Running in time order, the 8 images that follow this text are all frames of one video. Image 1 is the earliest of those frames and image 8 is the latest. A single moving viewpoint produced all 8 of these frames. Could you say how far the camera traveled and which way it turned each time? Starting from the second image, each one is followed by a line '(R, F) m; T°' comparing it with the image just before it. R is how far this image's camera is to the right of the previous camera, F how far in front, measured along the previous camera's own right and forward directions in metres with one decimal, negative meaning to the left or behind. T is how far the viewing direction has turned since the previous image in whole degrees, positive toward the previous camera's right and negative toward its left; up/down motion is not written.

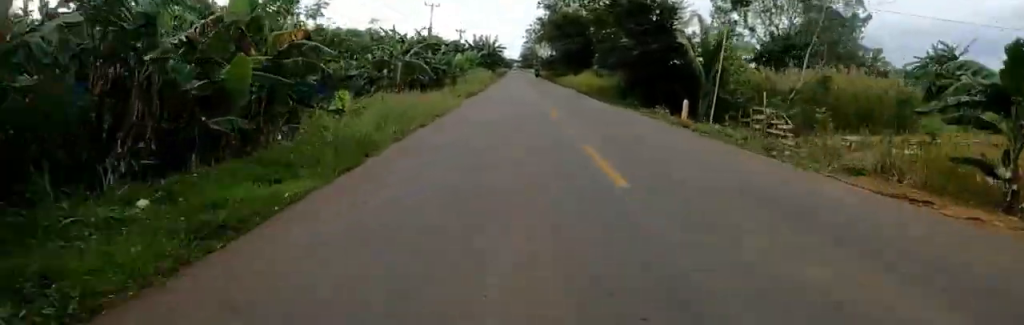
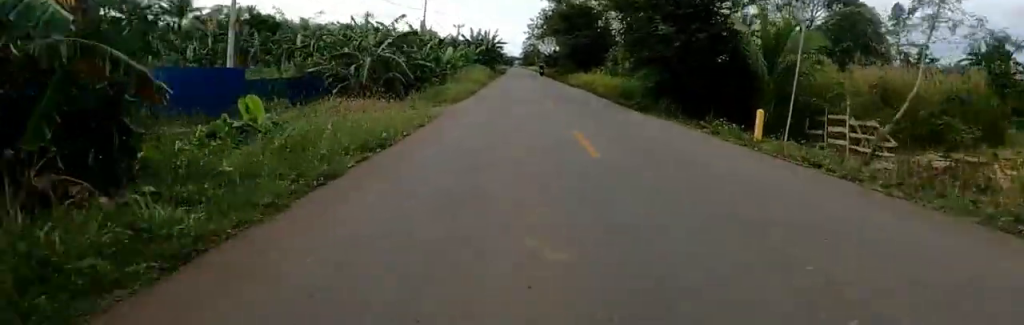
(-0.1, +6.4) m; -1°
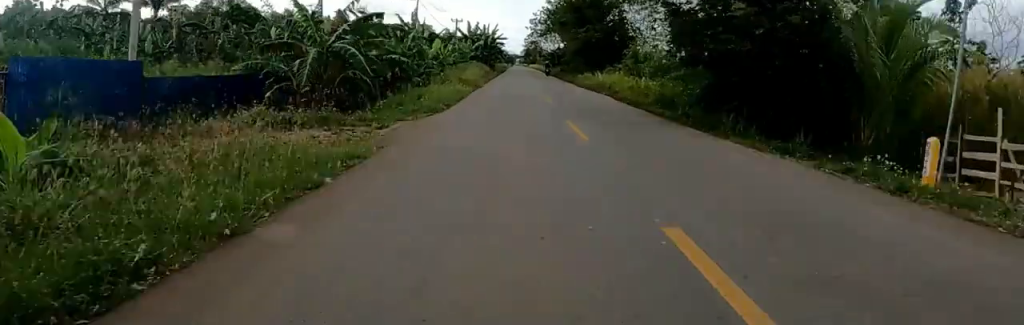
(0.0, +5.5) m; 0°
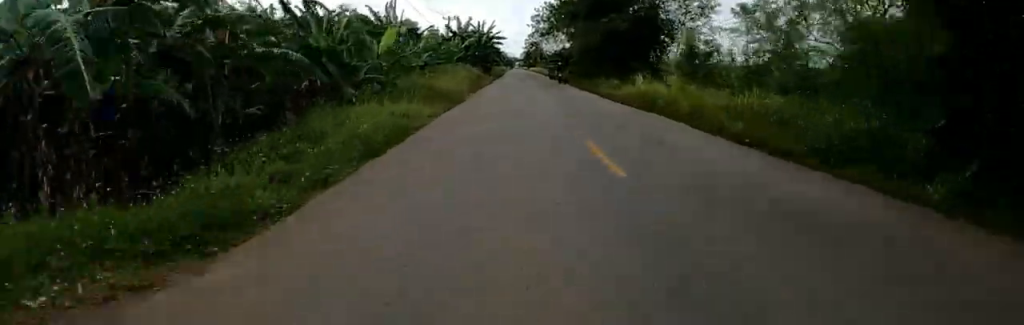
(0.0, +11.0) m; +1°
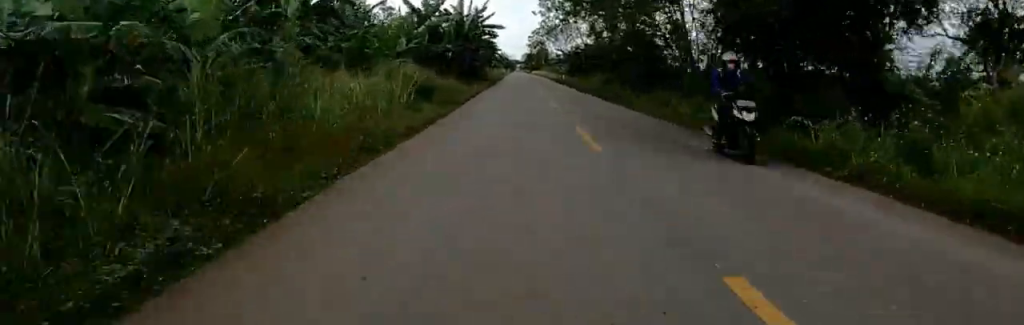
(+0.2, +22.1) m; 0°
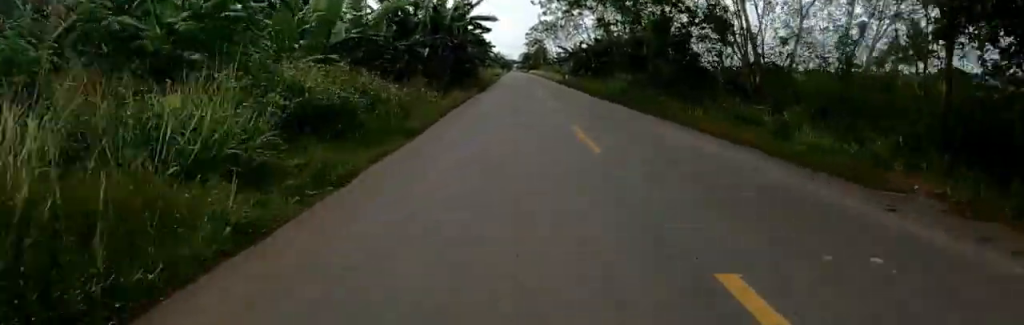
(-0.1, +8.3) m; 0°
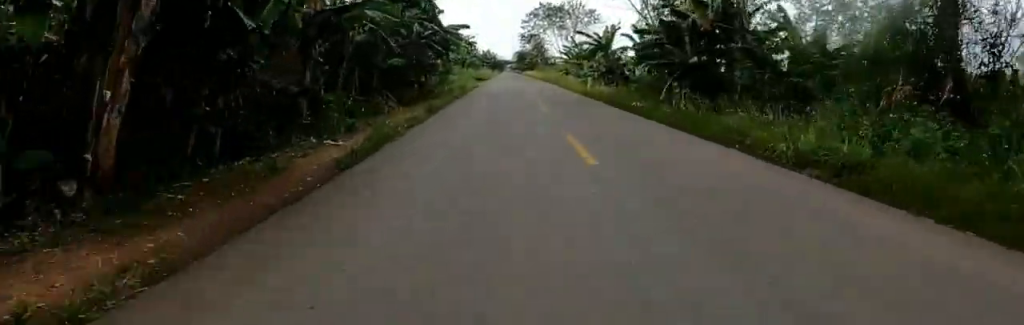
(+0.2, +25.1) m; +1°
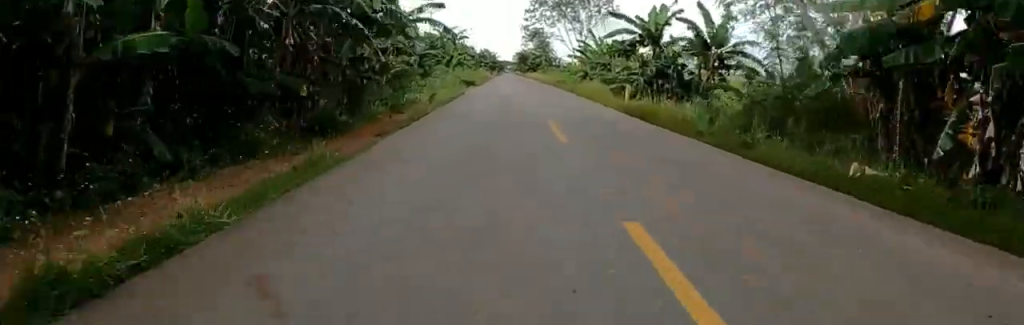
(-0.1, +13.9) m; +1°
